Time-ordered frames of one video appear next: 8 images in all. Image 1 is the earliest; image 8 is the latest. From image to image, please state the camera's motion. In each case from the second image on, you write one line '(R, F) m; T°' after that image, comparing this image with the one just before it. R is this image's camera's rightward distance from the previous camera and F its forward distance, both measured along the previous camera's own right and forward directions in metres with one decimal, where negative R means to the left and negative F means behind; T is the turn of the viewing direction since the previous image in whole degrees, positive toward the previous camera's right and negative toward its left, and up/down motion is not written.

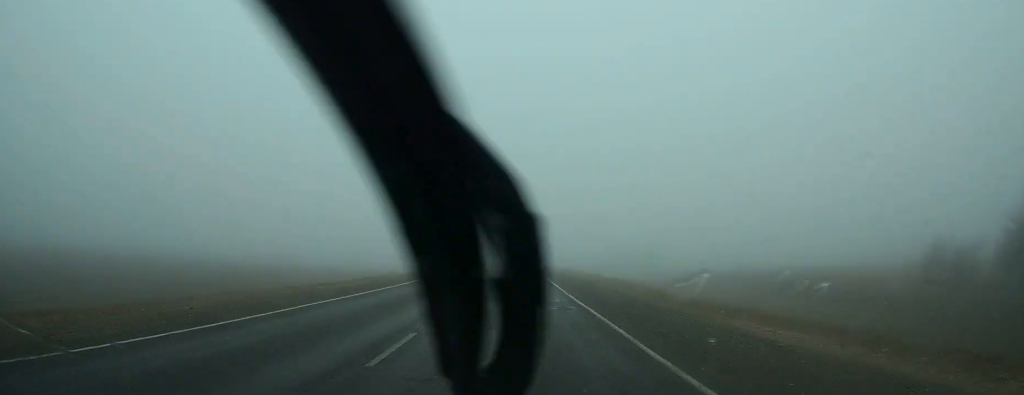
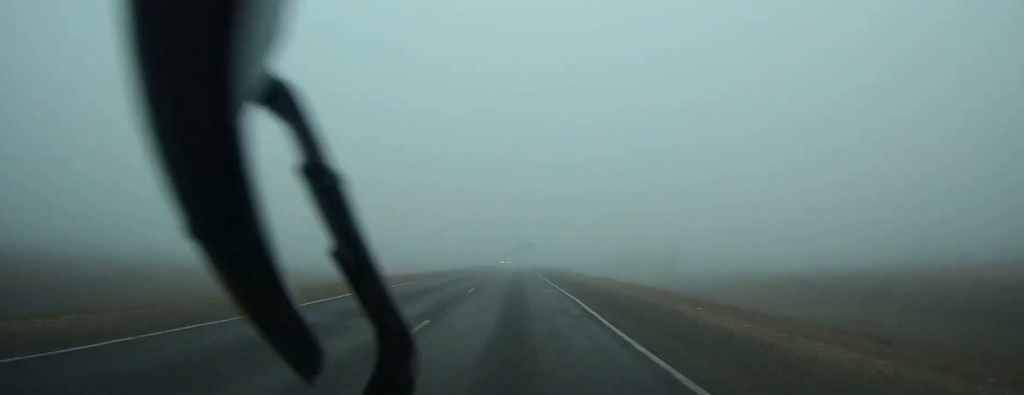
(0.0, +20.8) m; 0°
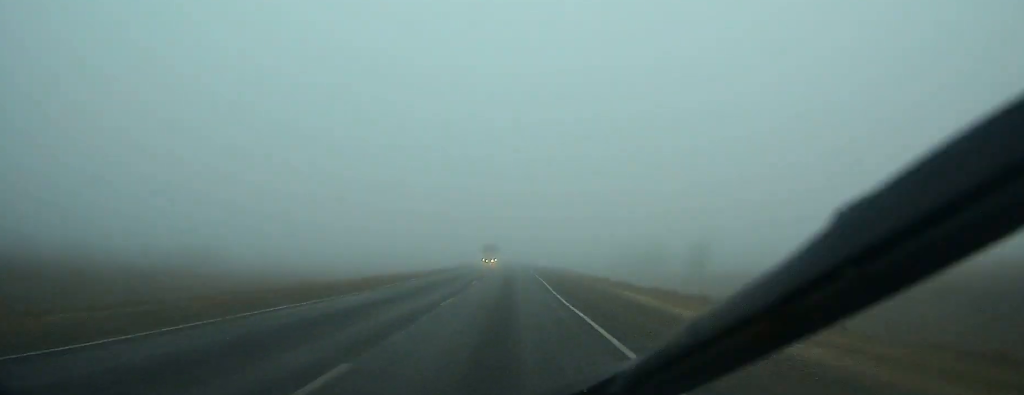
(0.0, +30.0) m; 0°
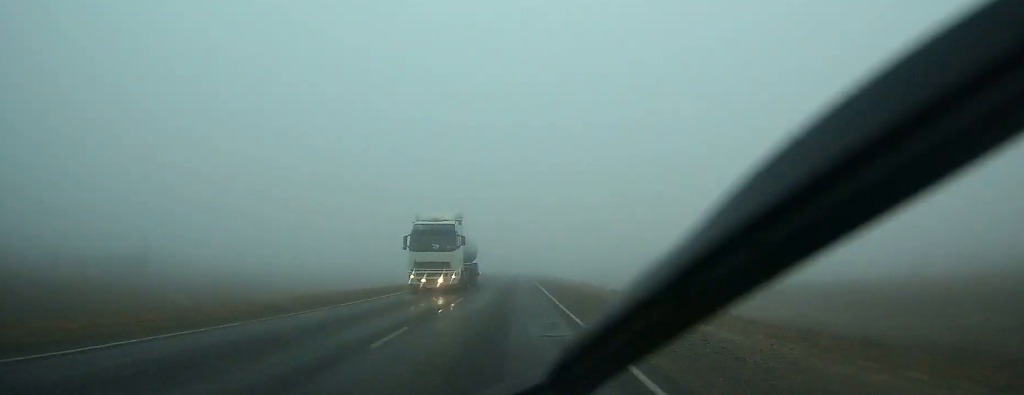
(0.0, +33.0) m; 0°
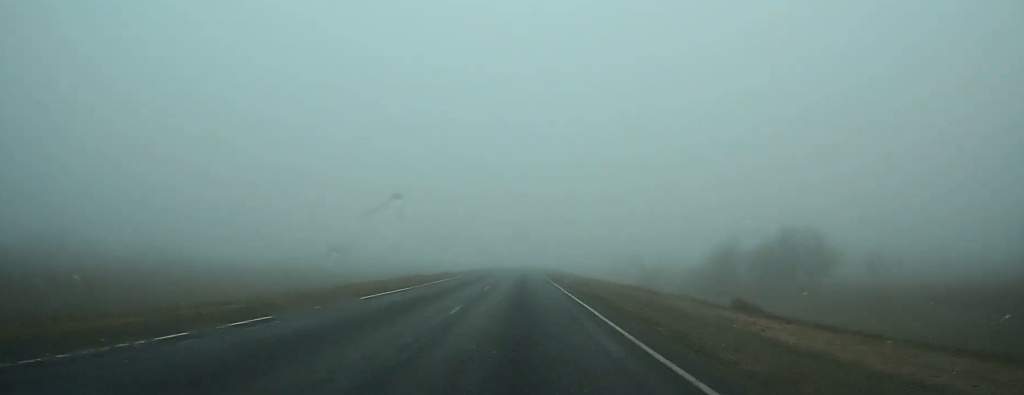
(-0.1, +56.1) m; 0°
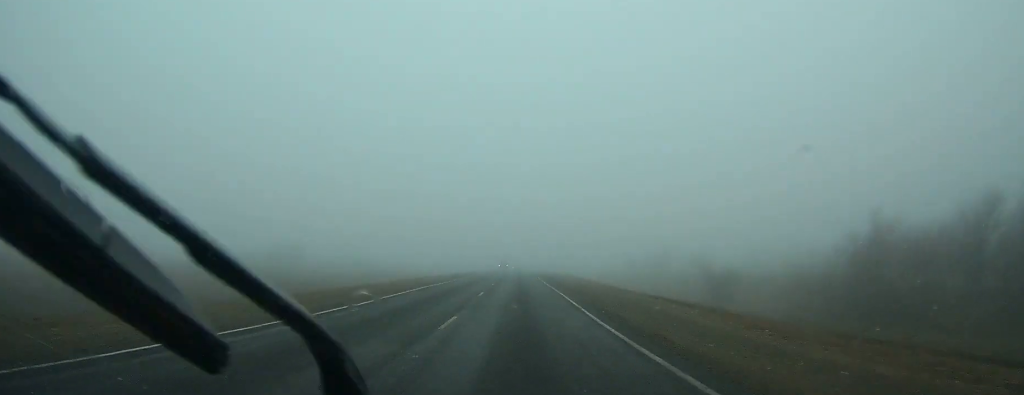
(+0.1, +48.4) m; 0°
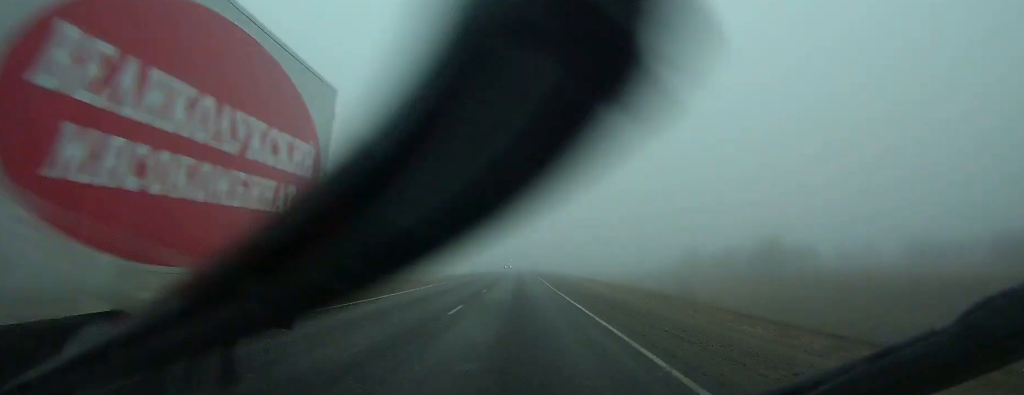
(+0.1, +68.4) m; 0°
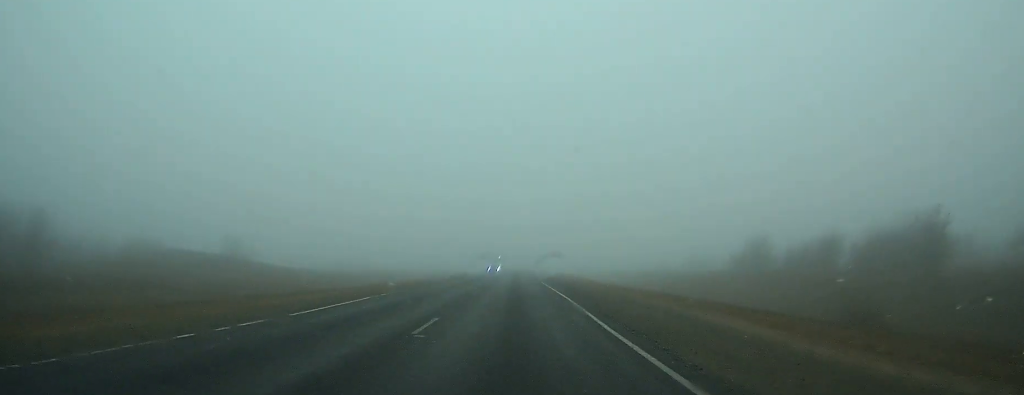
(-0.1, +42.3) m; 0°
